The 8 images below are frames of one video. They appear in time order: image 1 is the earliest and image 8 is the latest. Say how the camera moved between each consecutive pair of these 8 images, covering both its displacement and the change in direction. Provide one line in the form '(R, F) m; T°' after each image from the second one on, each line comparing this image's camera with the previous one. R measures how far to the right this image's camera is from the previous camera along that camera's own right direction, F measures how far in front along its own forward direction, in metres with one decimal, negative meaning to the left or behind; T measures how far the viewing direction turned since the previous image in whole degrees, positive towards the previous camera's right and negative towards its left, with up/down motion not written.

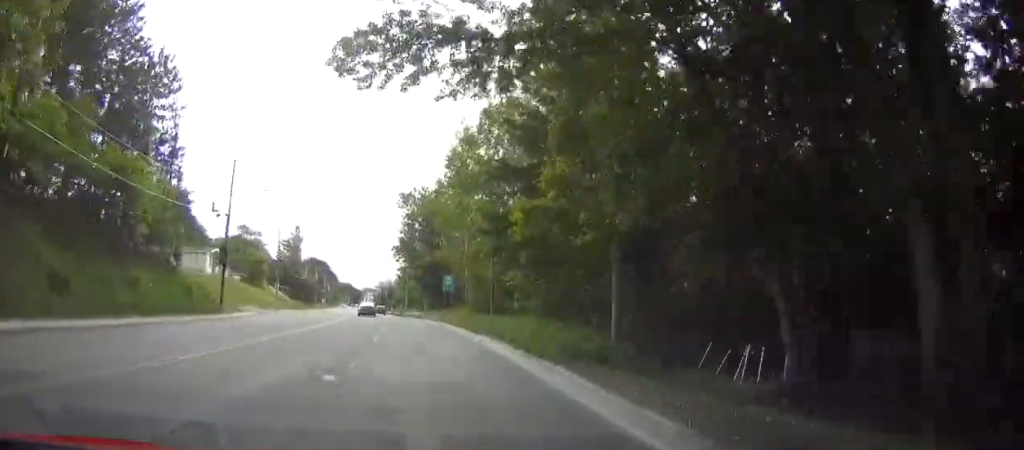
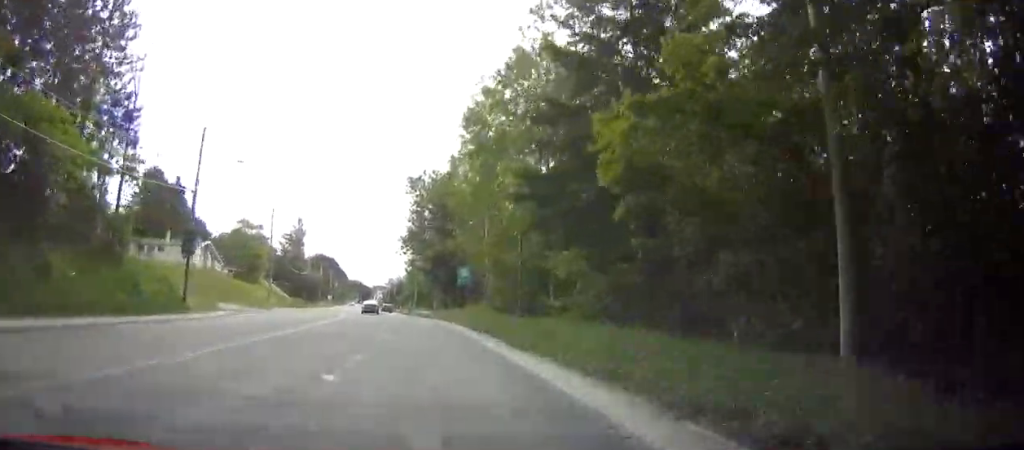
(-0.1, +9.6) m; -1°
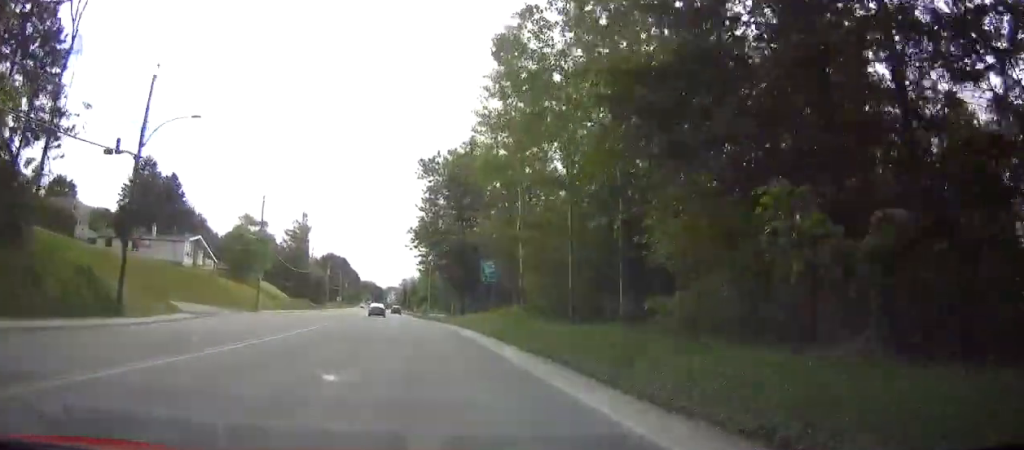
(0.0, +10.4) m; 0°
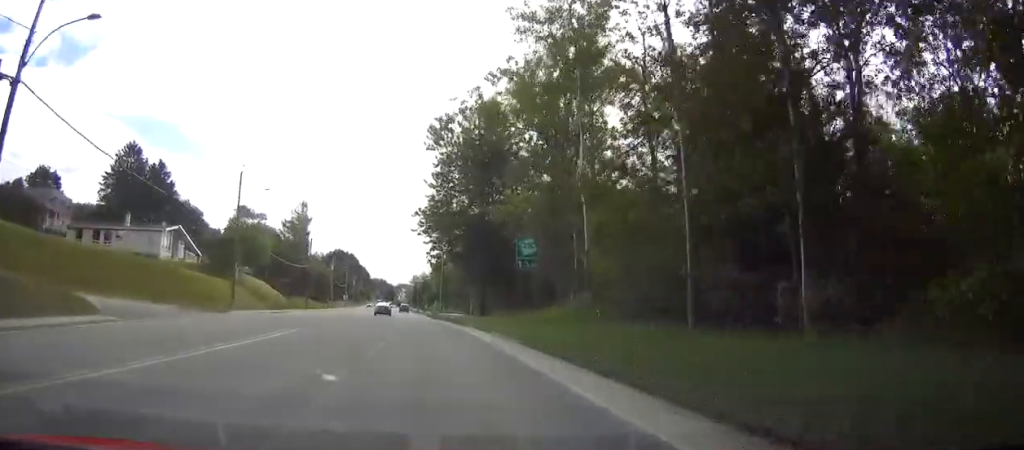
(0.0, +11.9) m; 0°
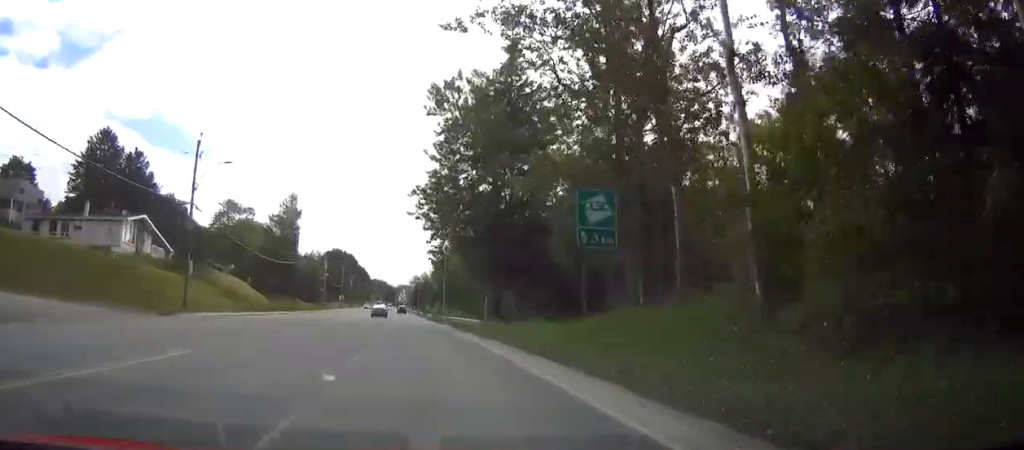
(0.0, +11.3) m; -1°
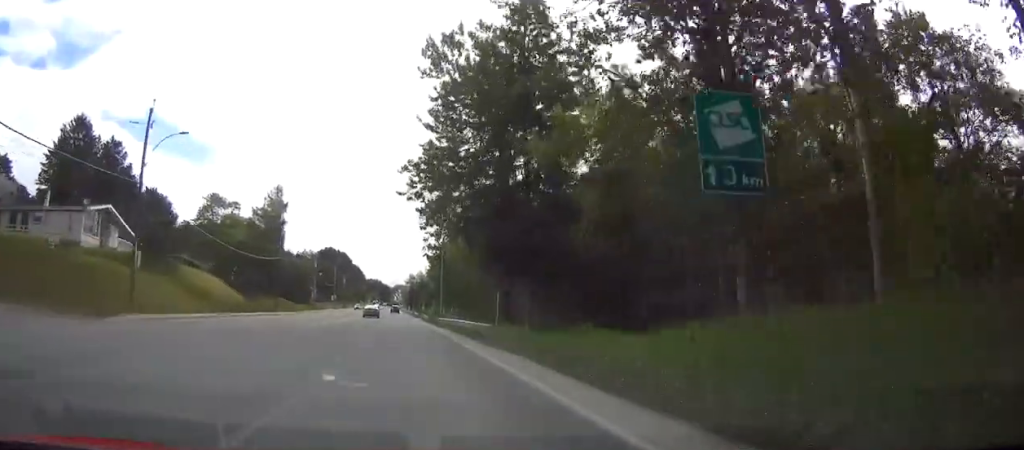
(-0.1, +7.8) m; -1°
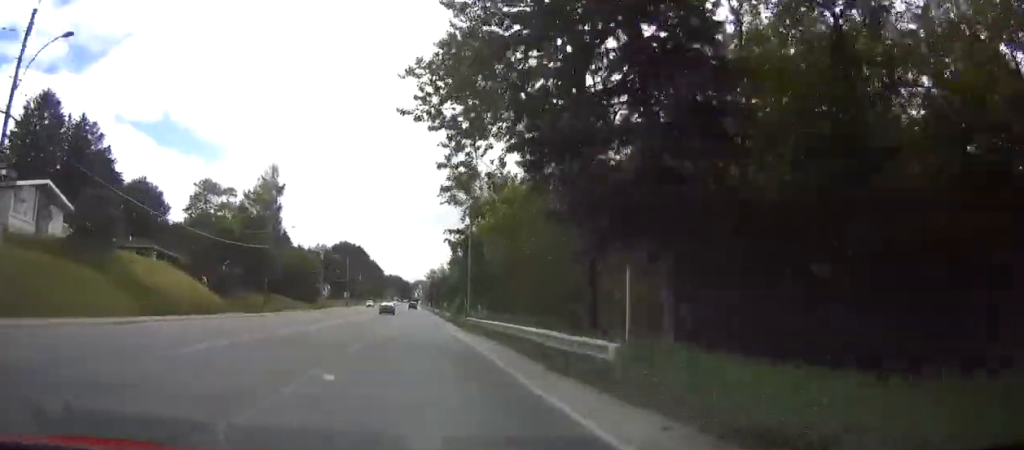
(-0.1, +15.2) m; 0°
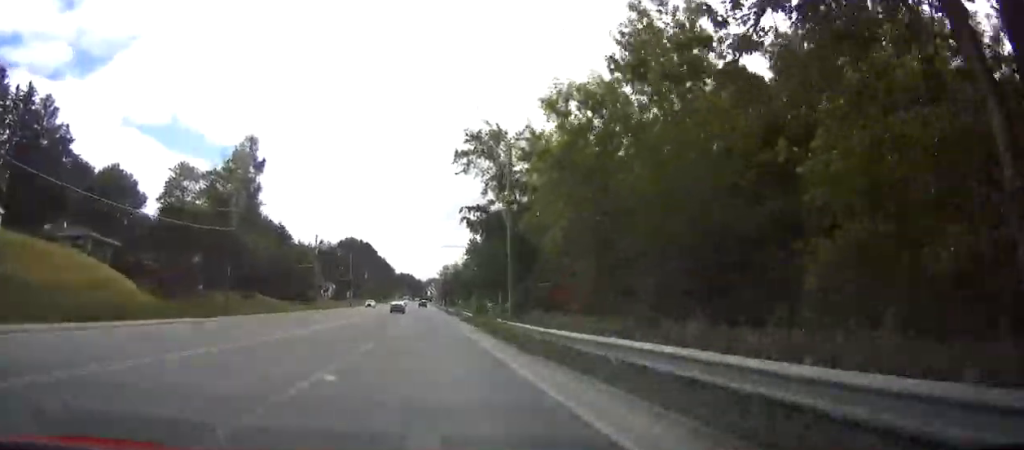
(0.0, +16.8) m; -1°
